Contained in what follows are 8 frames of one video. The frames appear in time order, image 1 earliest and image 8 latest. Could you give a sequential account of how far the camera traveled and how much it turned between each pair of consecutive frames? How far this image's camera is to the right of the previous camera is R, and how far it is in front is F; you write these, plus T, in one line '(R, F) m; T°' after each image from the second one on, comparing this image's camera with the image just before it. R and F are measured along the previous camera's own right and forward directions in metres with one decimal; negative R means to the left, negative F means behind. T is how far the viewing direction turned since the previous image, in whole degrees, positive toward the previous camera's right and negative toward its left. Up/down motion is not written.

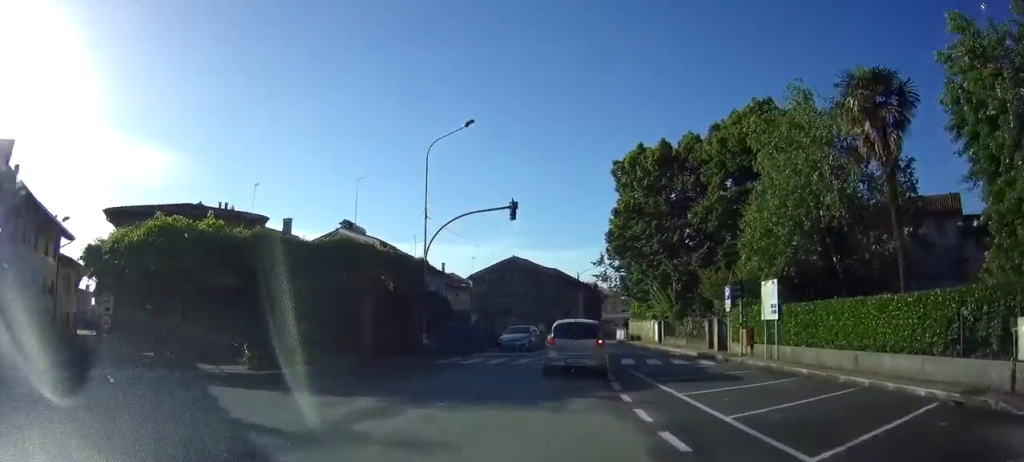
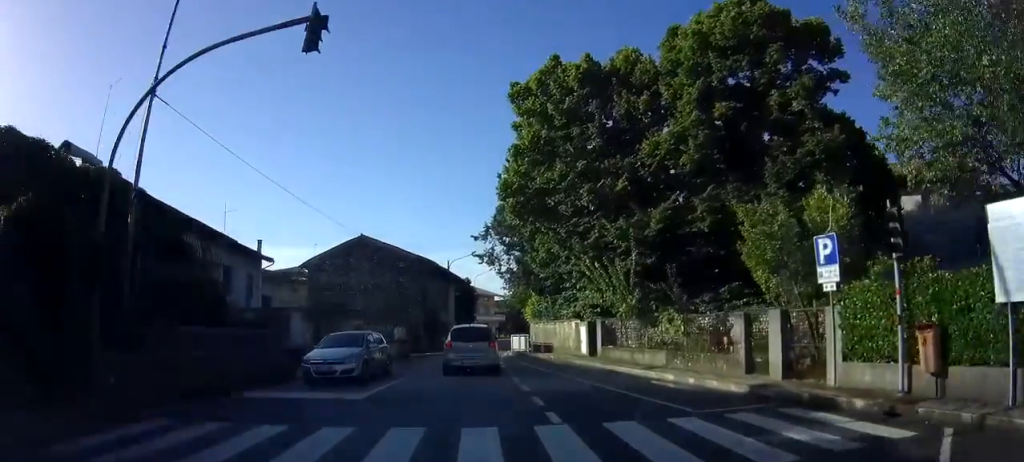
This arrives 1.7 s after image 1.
(+2.6, +13.5) m; +17°
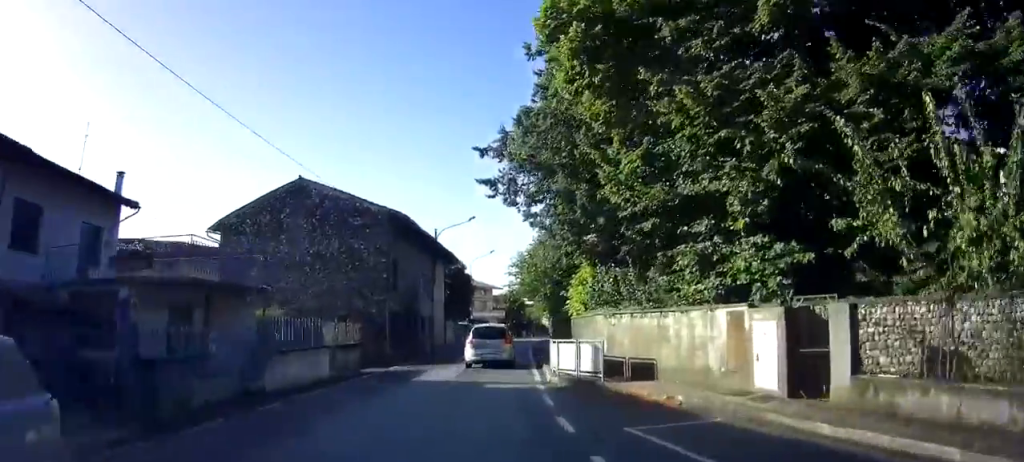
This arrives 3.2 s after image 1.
(+0.7, +14.0) m; +3°
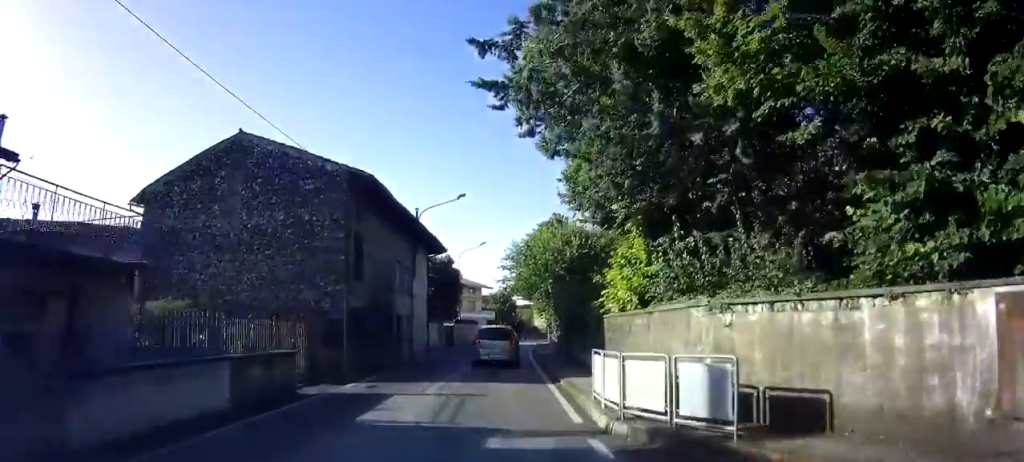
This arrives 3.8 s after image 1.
(0.0, +5.9) m; 0°
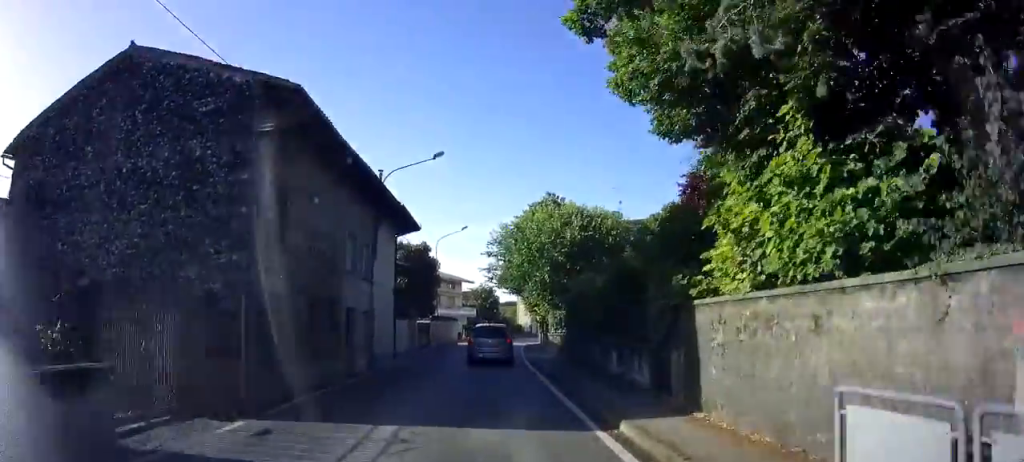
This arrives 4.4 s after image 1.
(0.0, +6.3) m; +2°
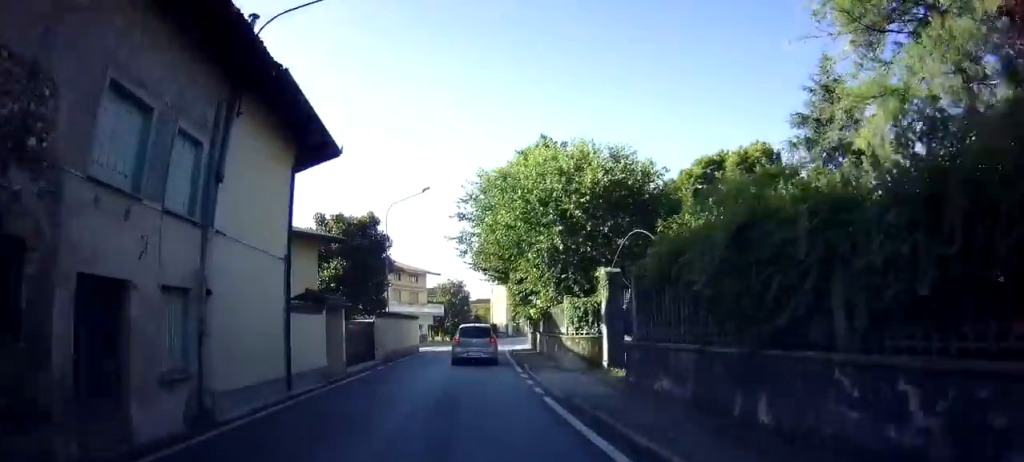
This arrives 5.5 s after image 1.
(+0.5, +11.5) m; +4°
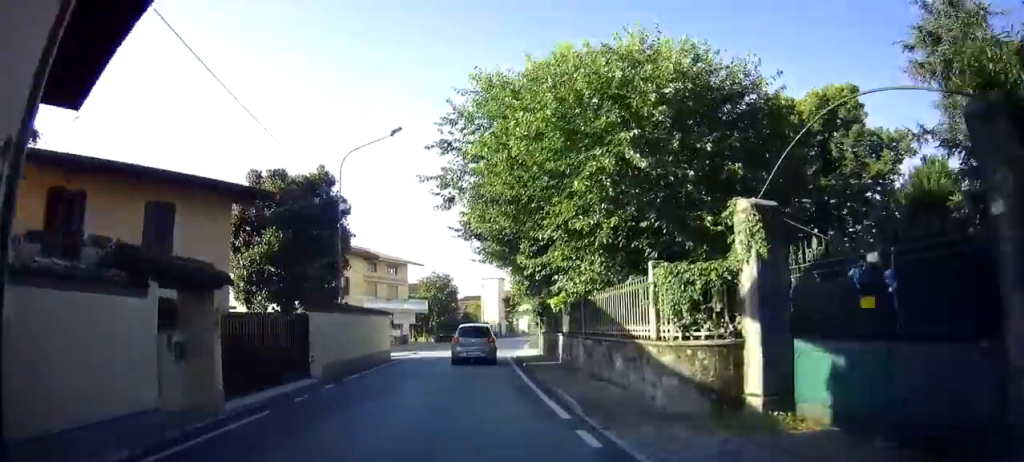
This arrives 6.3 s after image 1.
(+0.3, +8.7) m; +2°
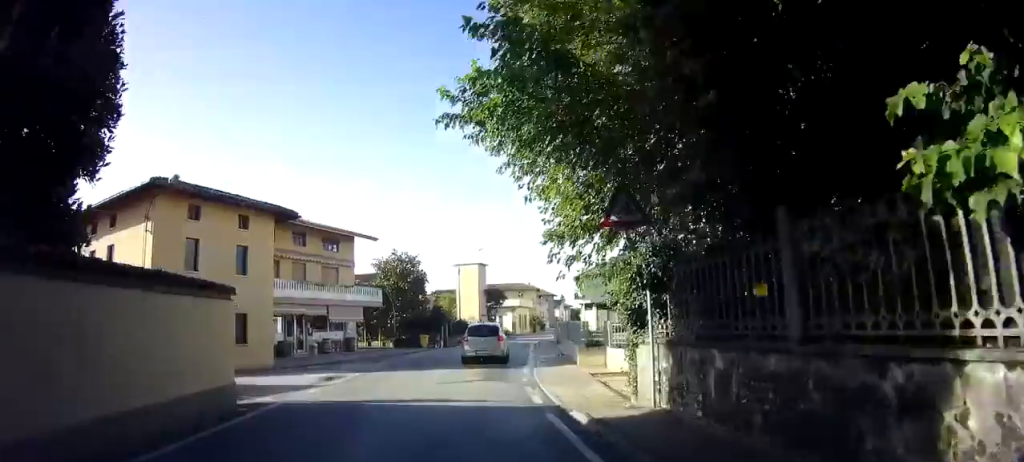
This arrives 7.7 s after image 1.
(+0.2, +15.2) m; +3°
